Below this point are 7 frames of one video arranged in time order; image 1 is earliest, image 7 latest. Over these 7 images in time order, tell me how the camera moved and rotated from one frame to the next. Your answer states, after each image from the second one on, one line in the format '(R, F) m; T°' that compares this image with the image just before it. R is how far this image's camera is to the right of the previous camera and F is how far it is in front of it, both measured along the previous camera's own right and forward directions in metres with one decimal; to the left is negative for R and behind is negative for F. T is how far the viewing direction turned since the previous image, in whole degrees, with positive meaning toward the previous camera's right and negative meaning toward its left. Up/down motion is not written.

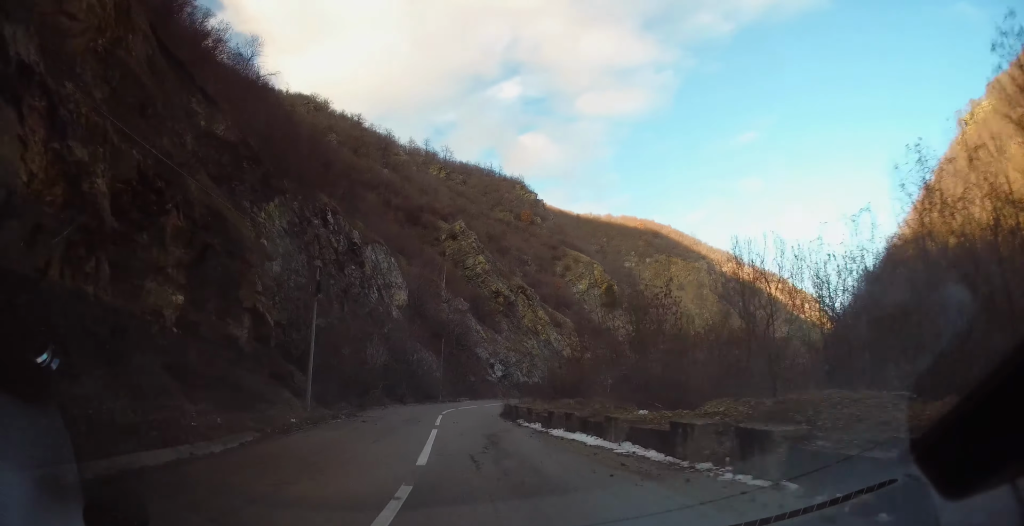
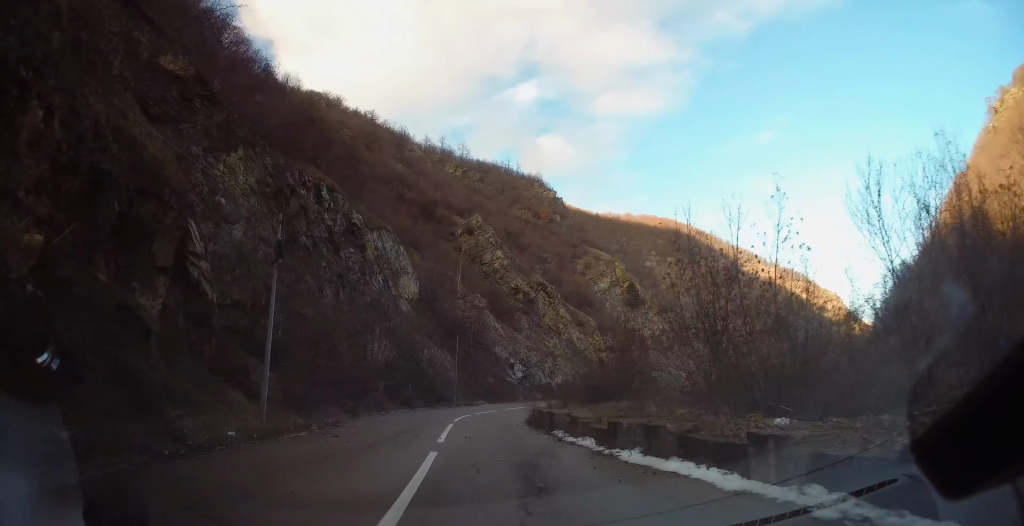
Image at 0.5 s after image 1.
(-0.2, +6.9) m; -2°
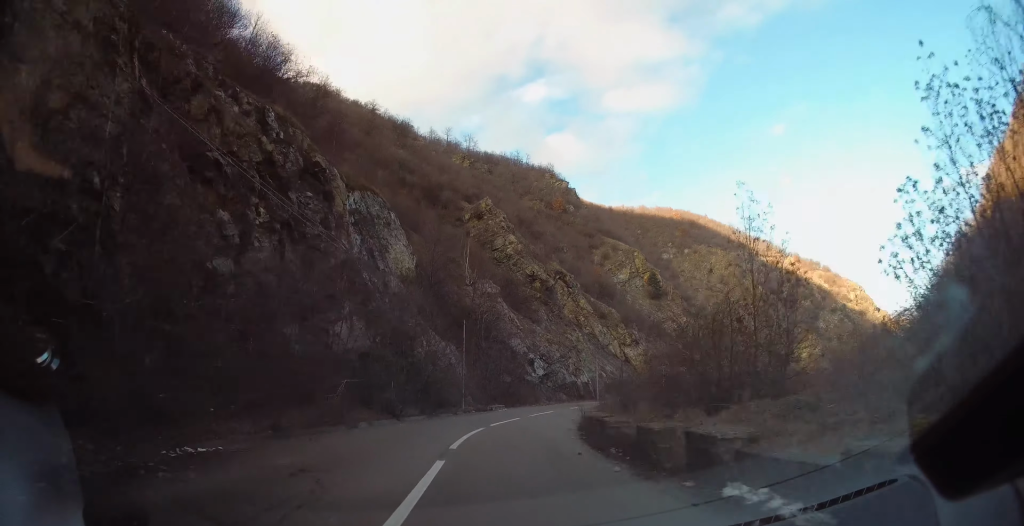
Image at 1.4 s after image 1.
(0.0, +13.0) m; +3°
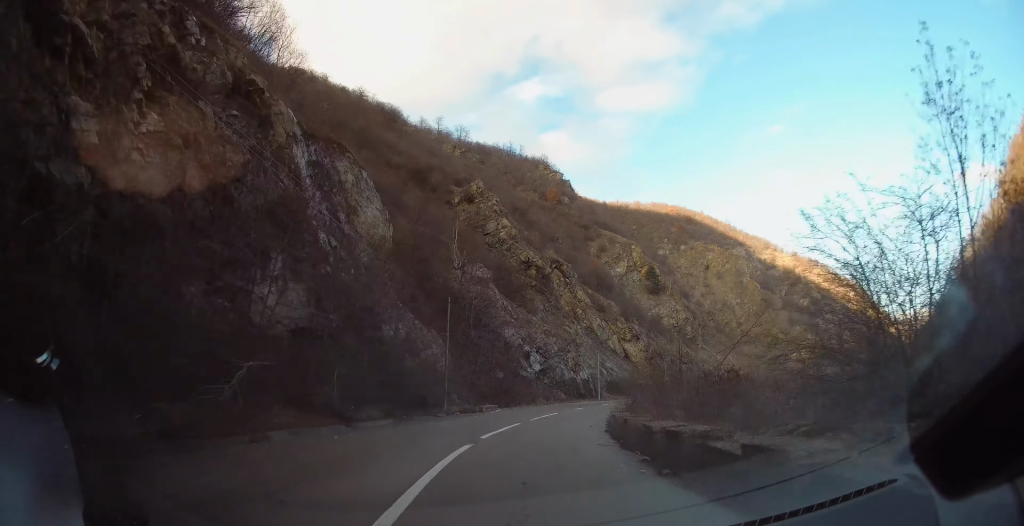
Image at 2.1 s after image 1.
(+0.4, +8.8) m; +3°
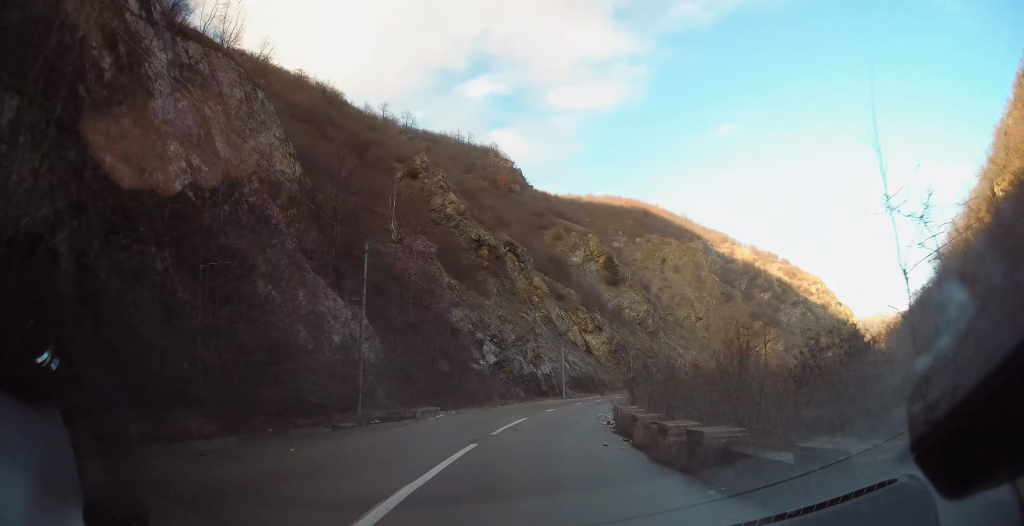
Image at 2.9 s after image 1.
(+0.4, +11.8) m; +4°
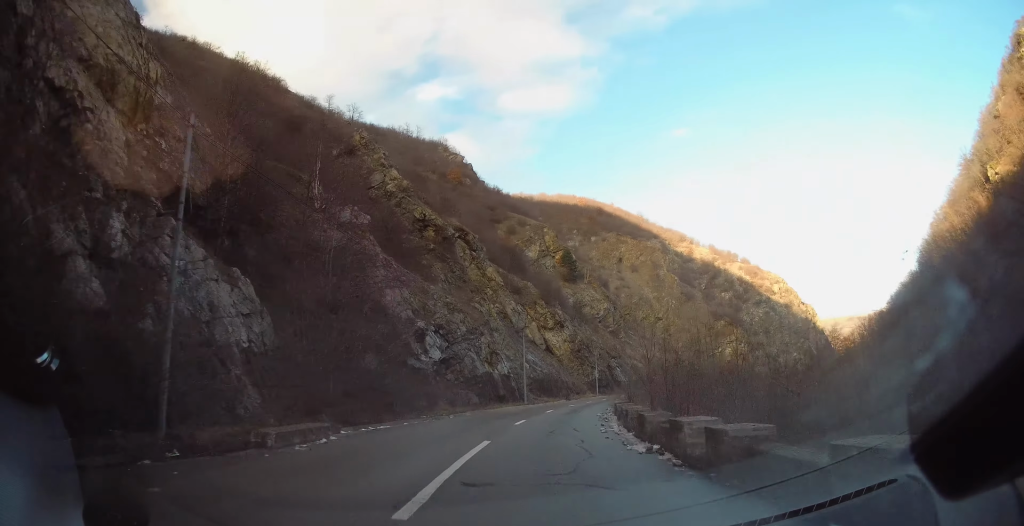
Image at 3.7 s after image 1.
(+0.3, +11.4) m; +5°
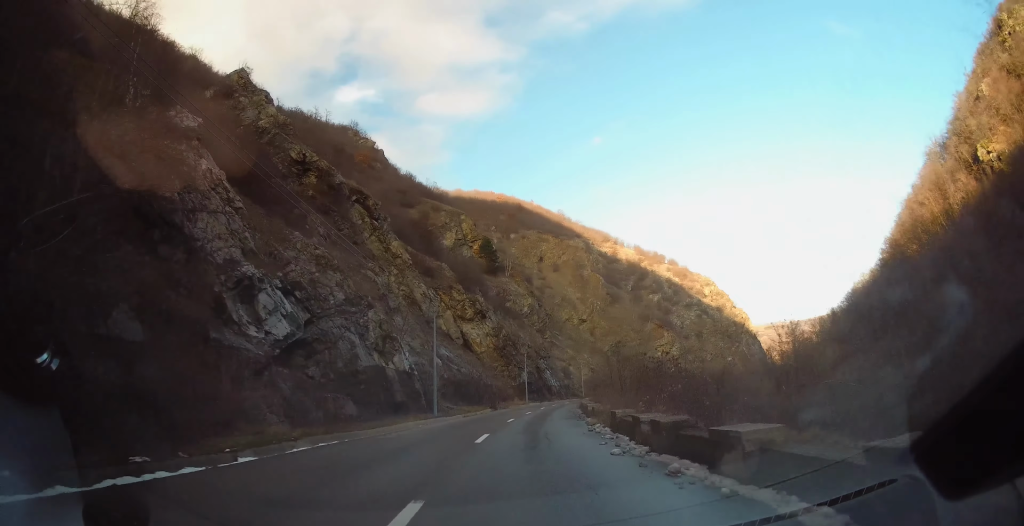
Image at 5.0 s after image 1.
(+1.5, +18.5) m; +8°
